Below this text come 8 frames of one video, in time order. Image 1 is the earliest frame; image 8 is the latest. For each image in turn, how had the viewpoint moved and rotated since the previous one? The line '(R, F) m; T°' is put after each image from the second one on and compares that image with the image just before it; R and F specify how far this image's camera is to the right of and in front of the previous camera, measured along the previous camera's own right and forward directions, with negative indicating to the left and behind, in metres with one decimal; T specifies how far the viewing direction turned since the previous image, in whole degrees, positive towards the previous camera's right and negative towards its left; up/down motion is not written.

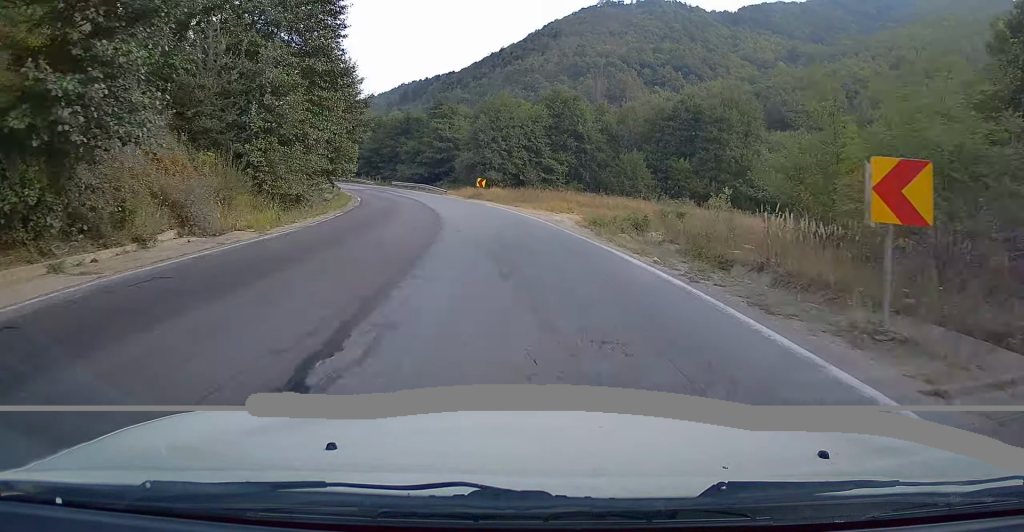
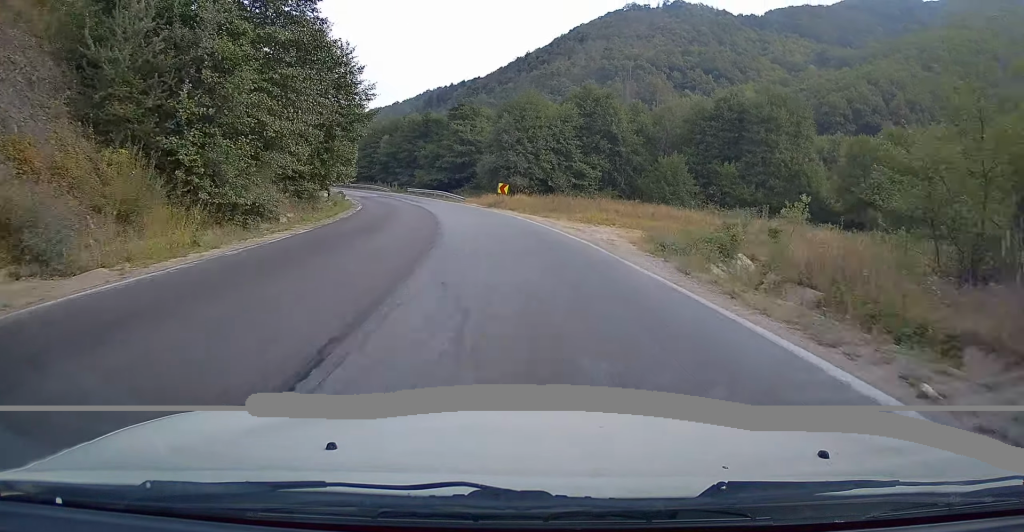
(0.0, +7.3) m; -2°
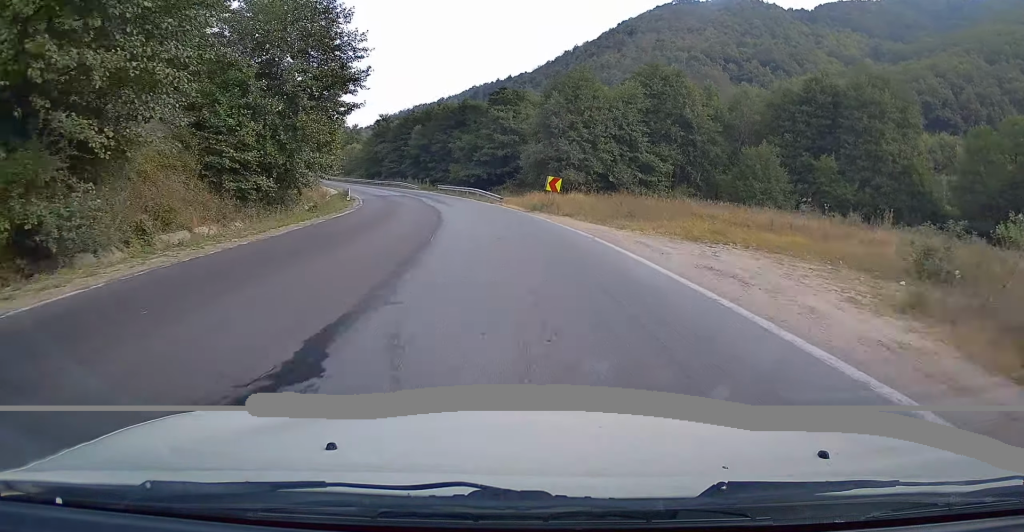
(-0.6, +12.9) m; -4°
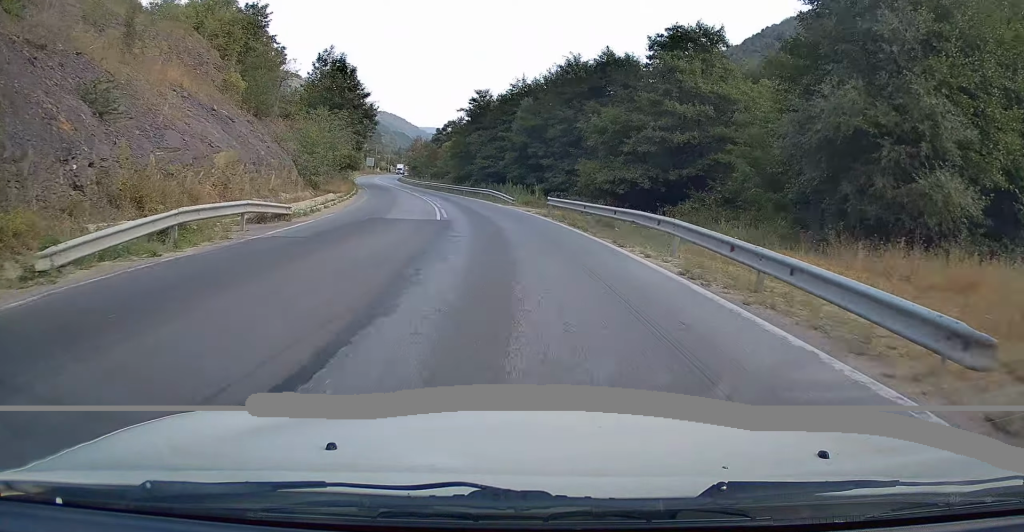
(-3.2, +35.6) m; -10°
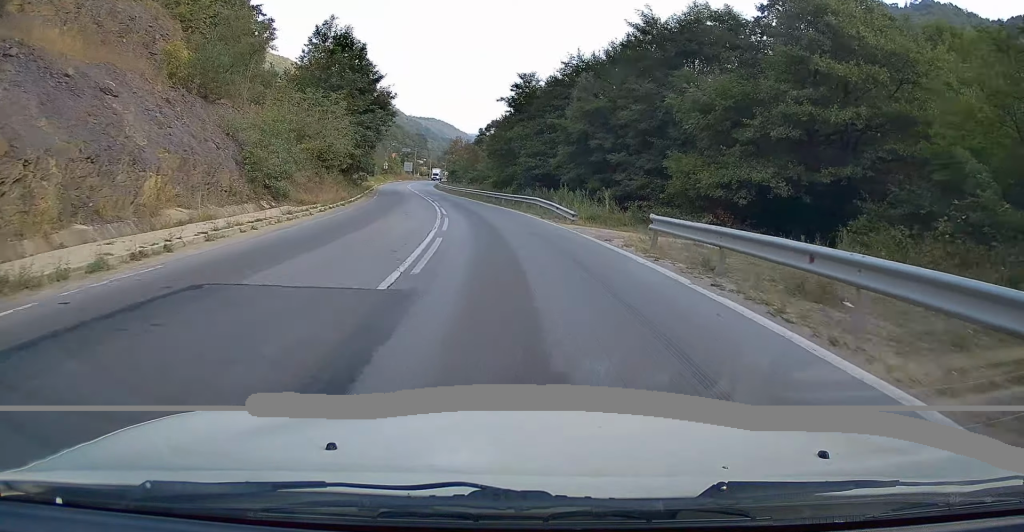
(-0.6, +14.2) m; -5°
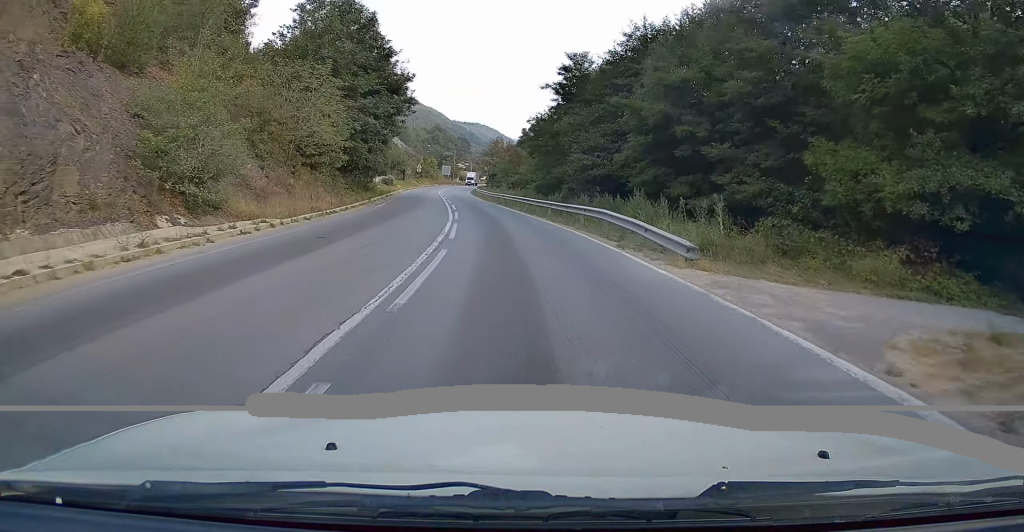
(-0.2, +11.2) m; -4°
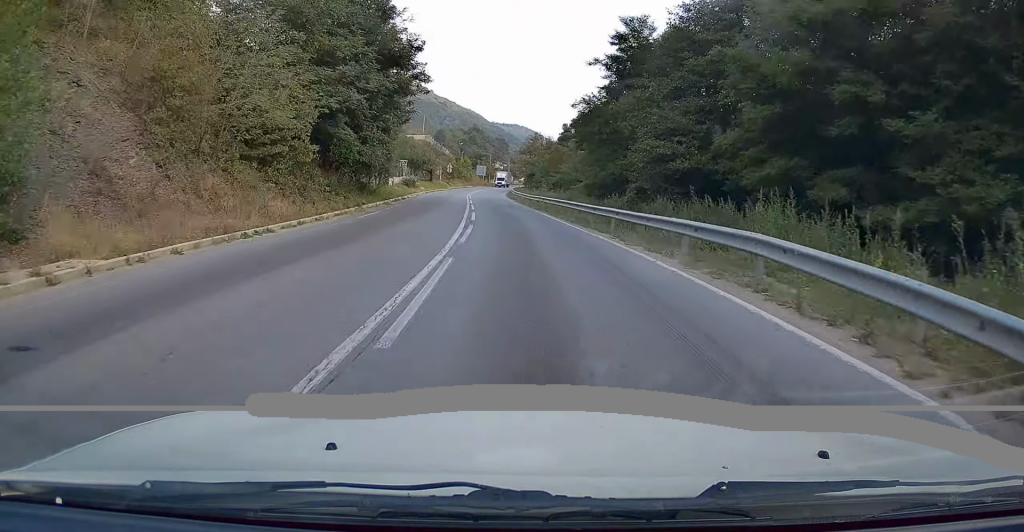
(-0.5, +10.6) m; -3°
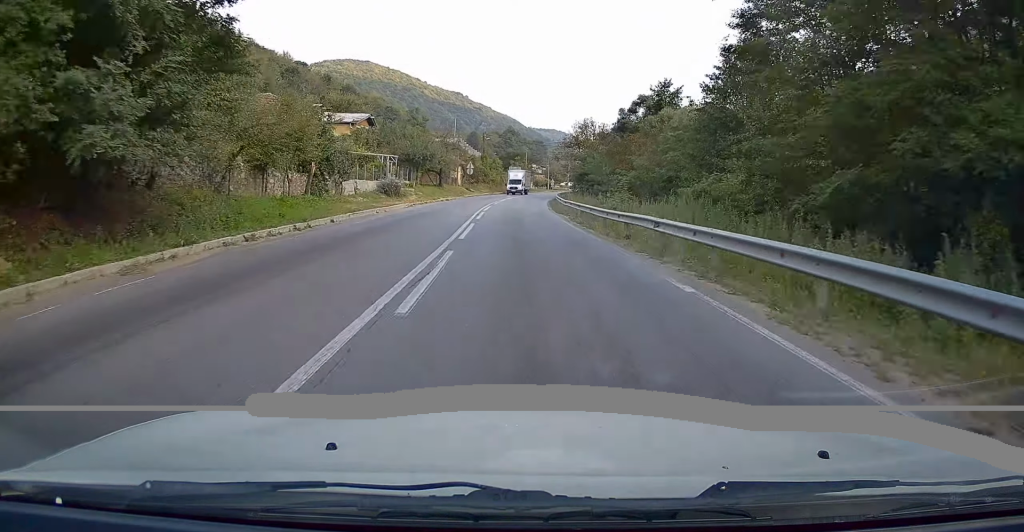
(-1.3, +26.1) m; -6°
